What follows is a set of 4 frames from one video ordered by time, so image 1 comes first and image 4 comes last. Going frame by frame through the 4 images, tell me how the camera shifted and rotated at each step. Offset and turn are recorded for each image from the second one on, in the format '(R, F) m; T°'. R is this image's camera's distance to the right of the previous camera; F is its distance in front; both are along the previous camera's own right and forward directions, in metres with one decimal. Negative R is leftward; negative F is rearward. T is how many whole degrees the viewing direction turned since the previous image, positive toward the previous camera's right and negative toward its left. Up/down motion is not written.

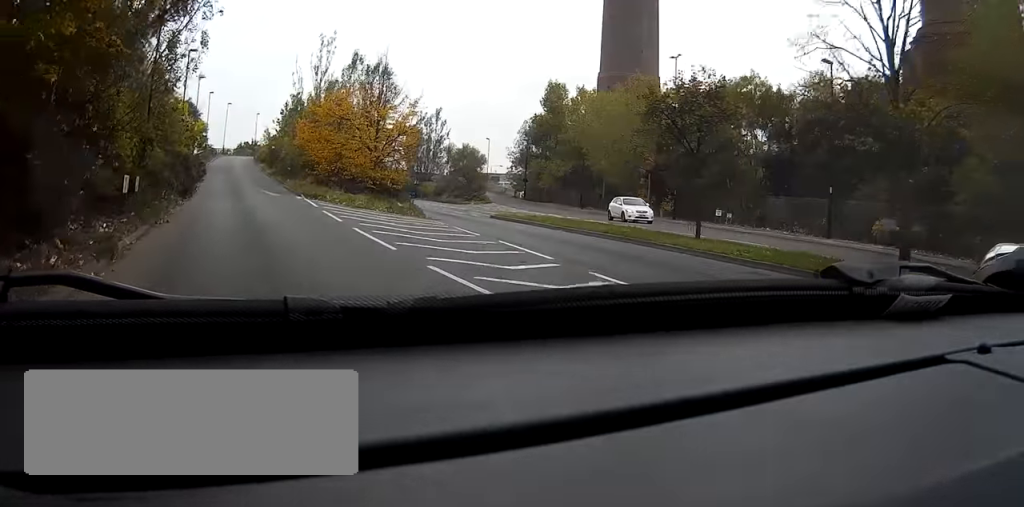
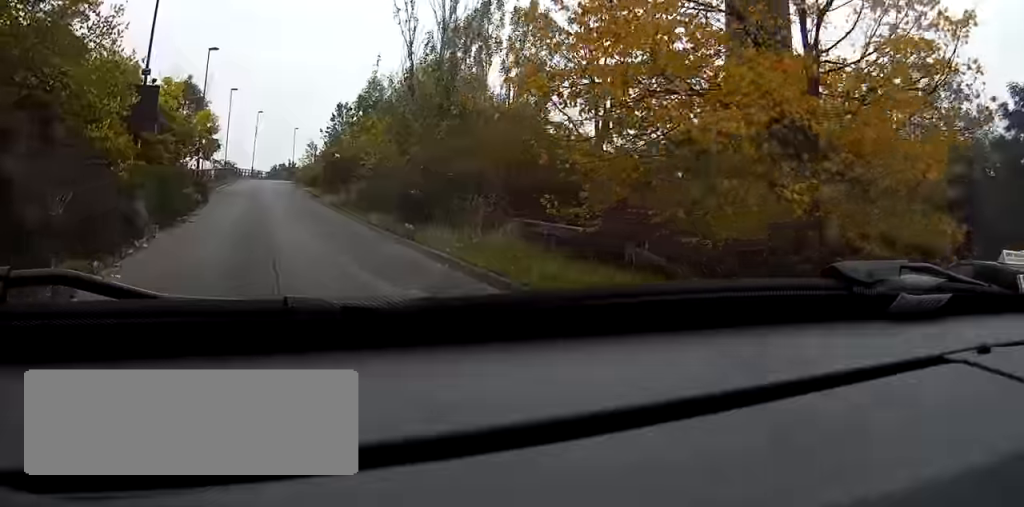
(-0.4, +27.4) m; -3°
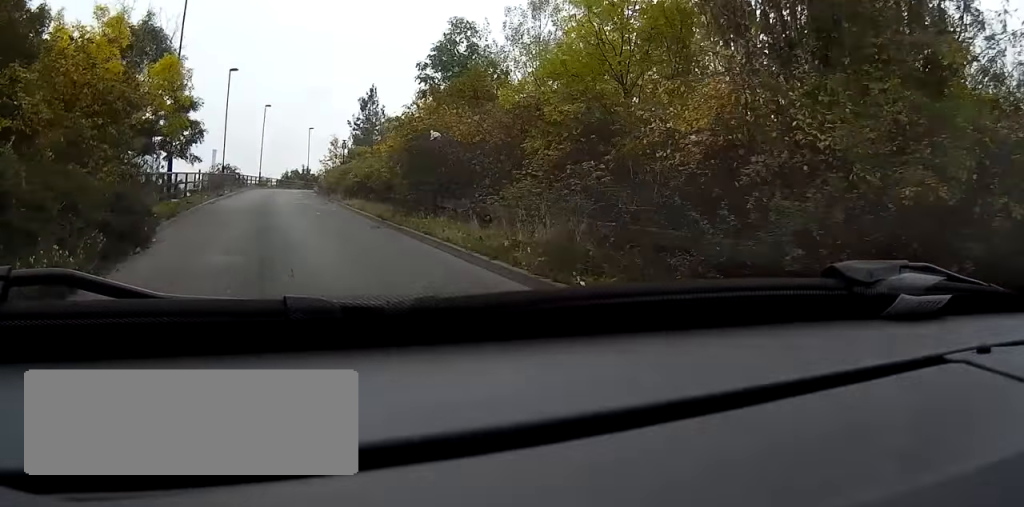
(-0.4, +17.1) m; -2°
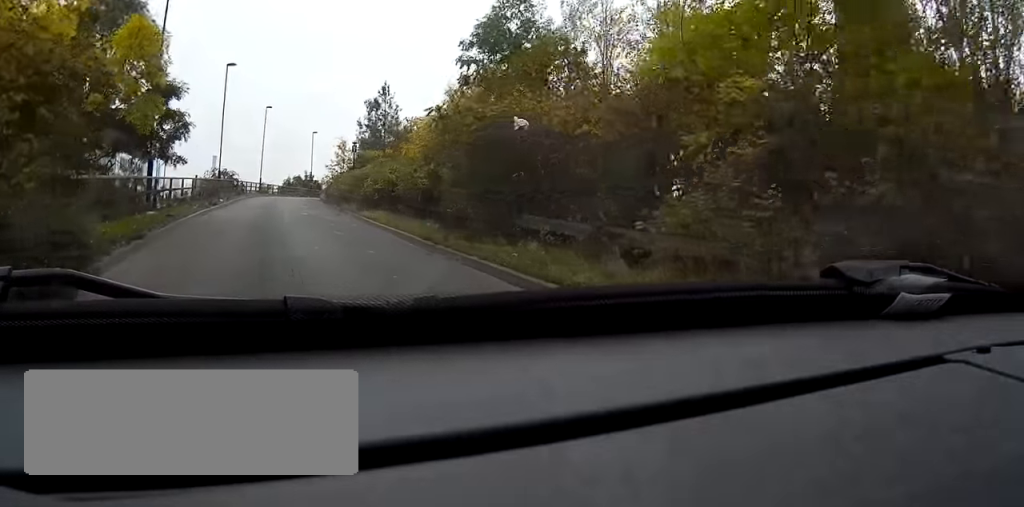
(0.0, +5.2) m; 0°
